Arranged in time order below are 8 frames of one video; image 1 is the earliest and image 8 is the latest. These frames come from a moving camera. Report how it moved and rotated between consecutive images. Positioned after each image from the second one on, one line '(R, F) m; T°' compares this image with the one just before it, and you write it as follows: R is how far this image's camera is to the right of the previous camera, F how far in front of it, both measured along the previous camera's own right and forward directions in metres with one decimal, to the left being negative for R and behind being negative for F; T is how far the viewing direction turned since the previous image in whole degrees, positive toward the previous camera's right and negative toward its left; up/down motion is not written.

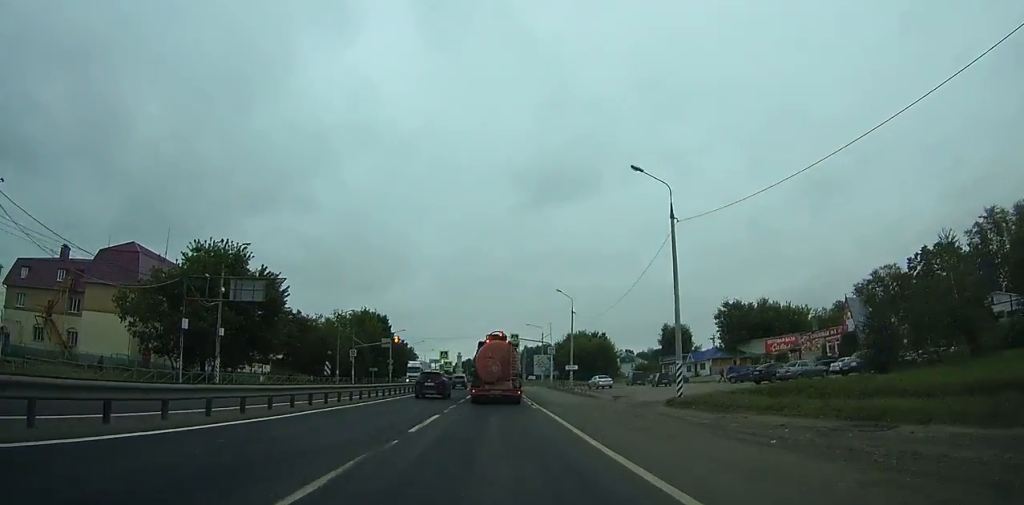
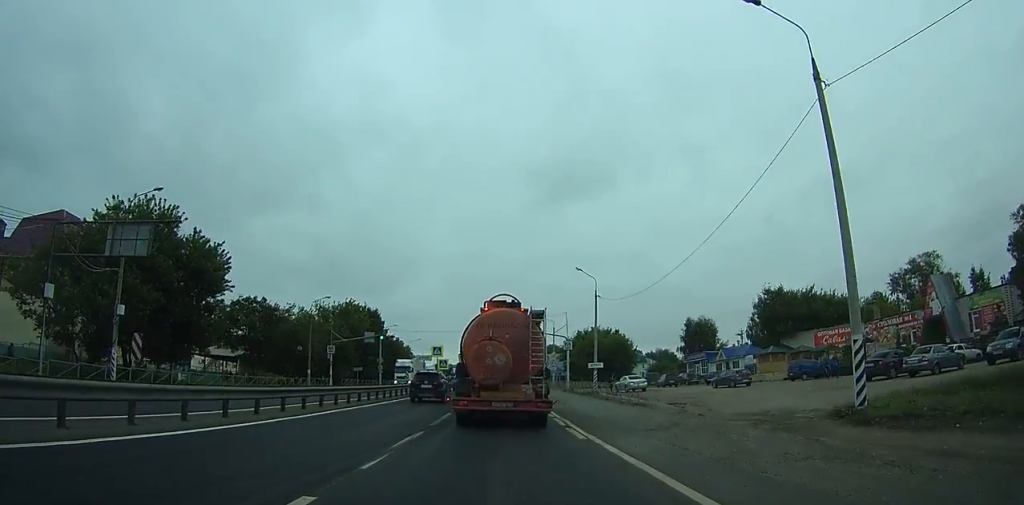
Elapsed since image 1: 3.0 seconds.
(0.0, +16.5) m; 0°
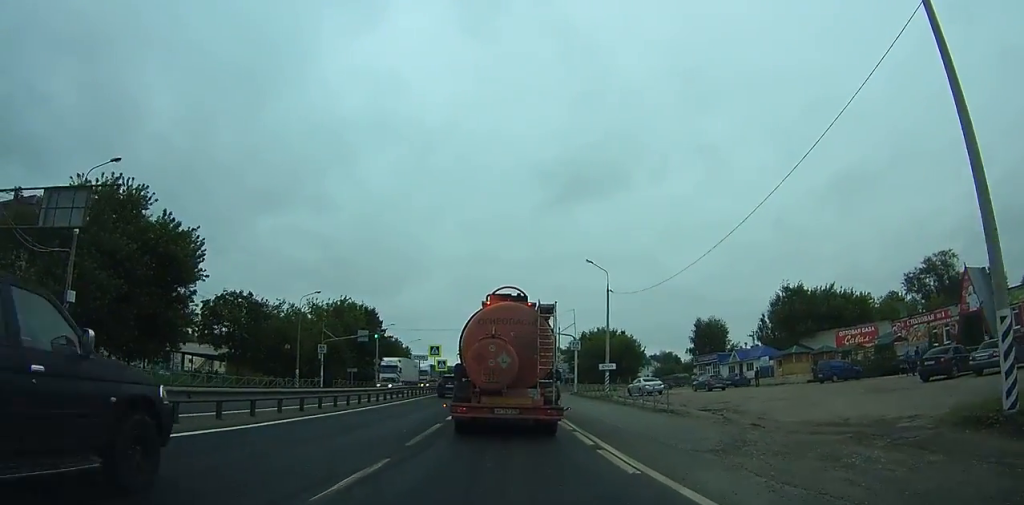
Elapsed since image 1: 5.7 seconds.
(0.0, +9.5) m; -1°
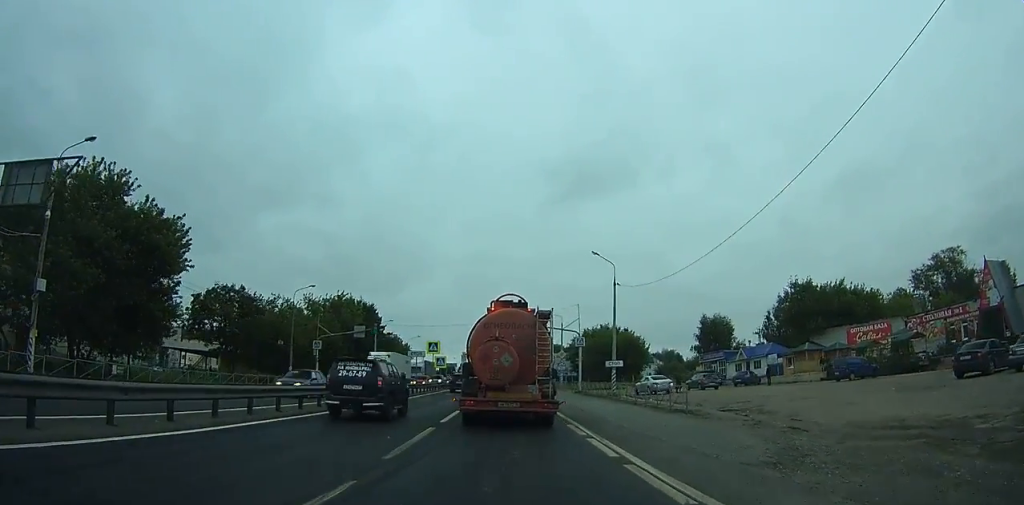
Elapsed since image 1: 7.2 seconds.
(0.0, +4.1) m; -1°
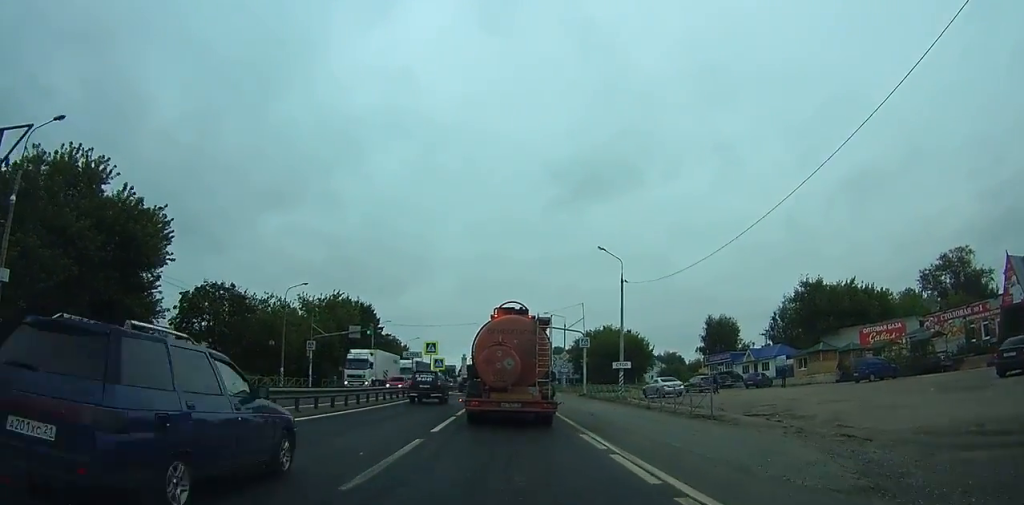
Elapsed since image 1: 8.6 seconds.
(-0.1, +4.1) m; -1°
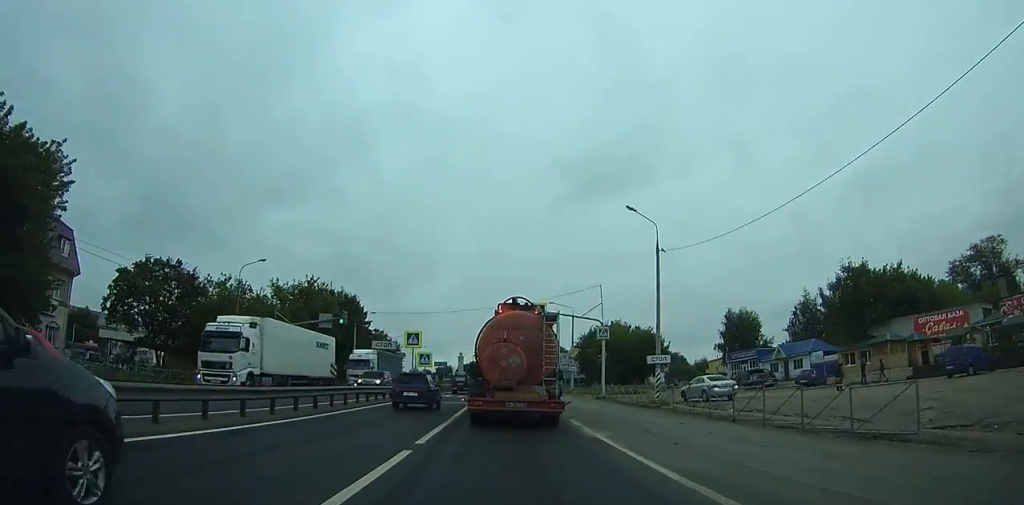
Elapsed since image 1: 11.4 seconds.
(-0.2, +9.9) m; -2°
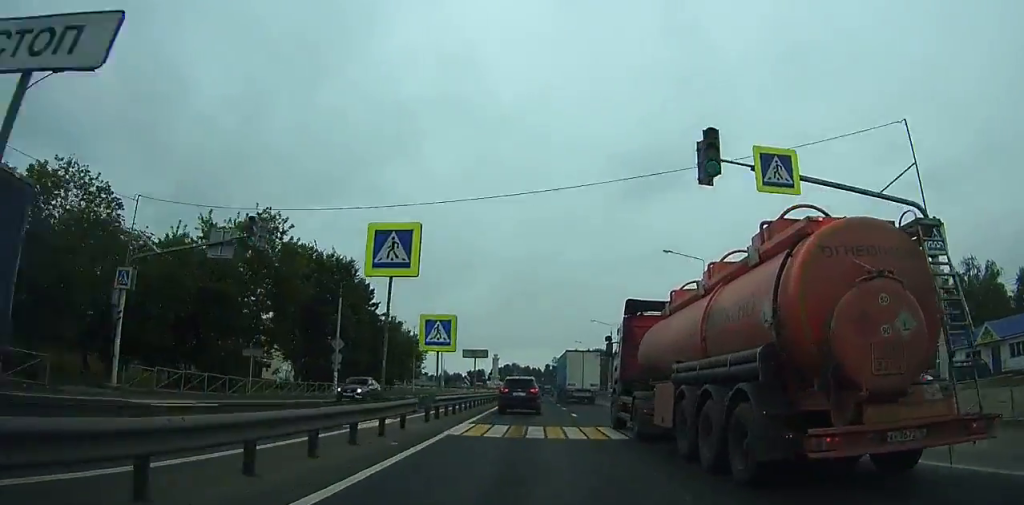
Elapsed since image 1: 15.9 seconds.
(-0.2, +26.7) m; +2°
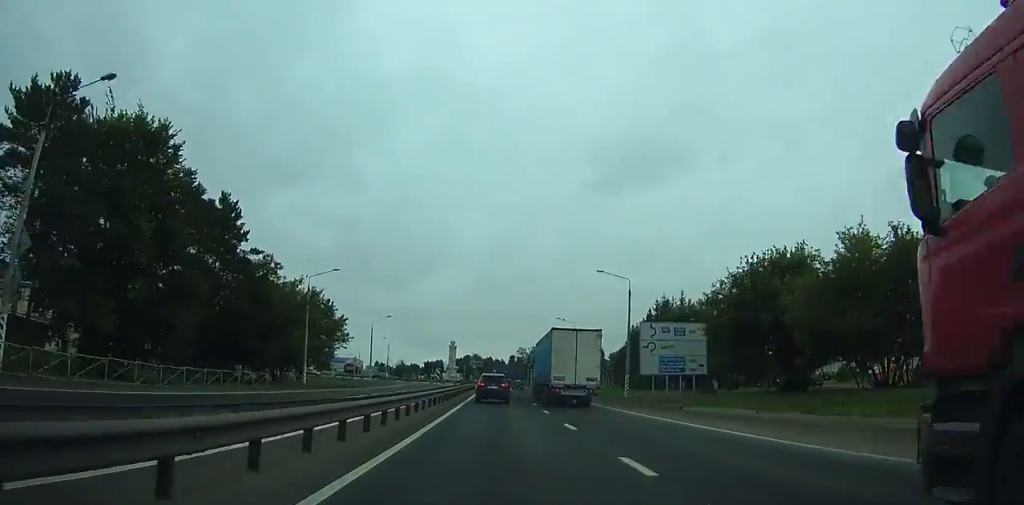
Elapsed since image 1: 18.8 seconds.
(+0.8, +26.1) m; +2°
